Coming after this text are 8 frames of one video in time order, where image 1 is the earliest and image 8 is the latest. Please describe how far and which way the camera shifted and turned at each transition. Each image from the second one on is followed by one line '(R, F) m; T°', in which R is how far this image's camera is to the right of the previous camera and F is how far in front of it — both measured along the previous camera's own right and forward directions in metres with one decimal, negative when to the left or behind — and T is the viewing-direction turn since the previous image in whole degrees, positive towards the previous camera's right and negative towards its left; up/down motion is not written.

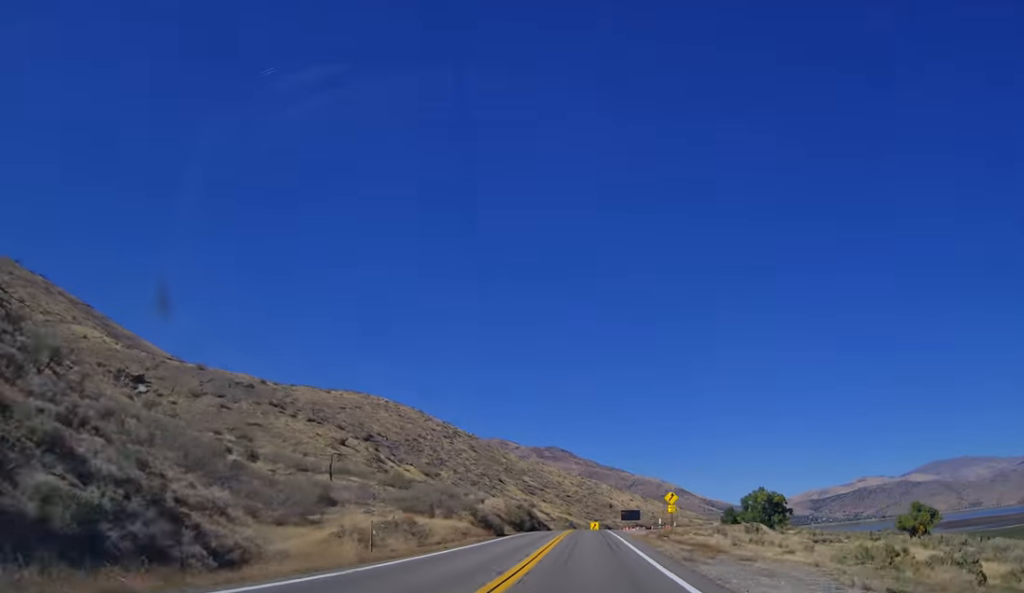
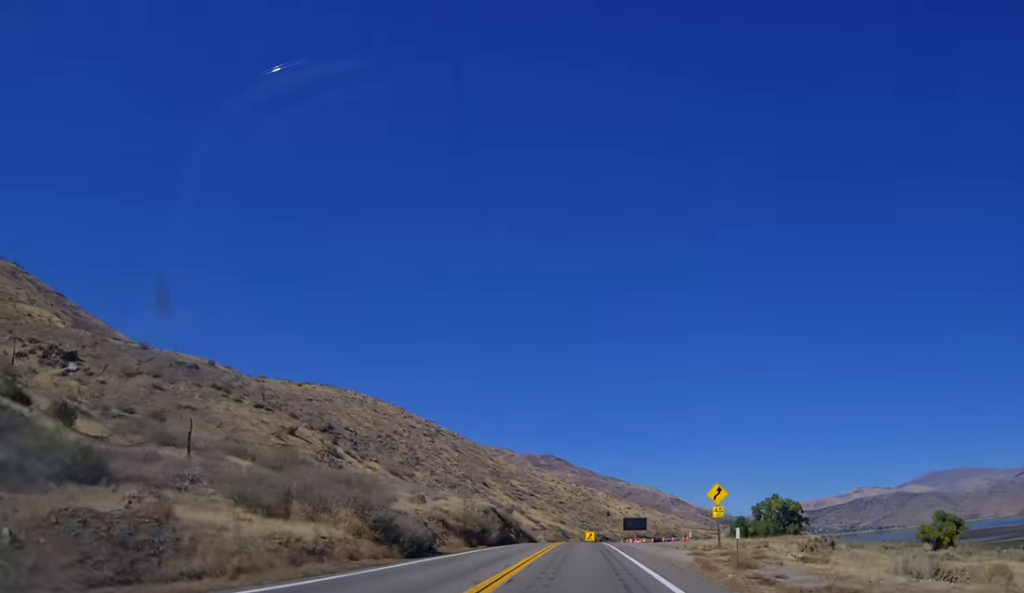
(+0.8, +23.7) m; +2°
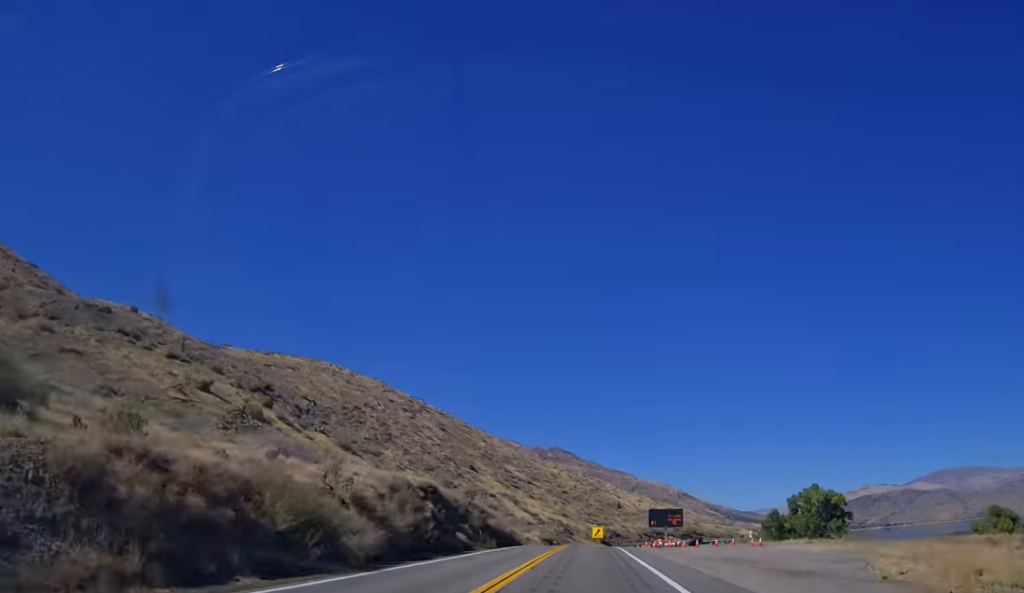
(+0.3, +32.2) m; +1°
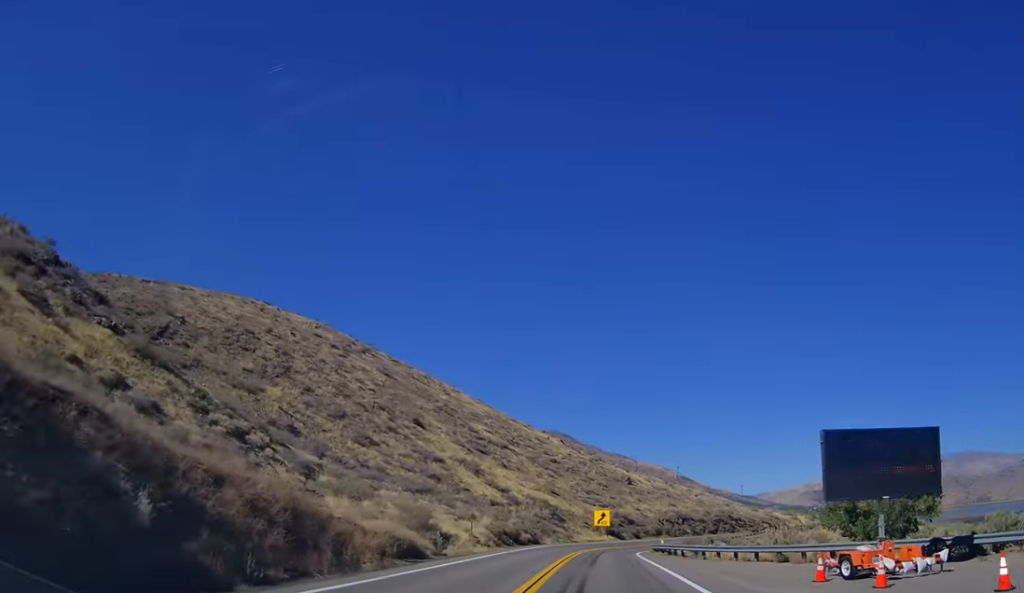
(0.0, +51.8) m; 0°
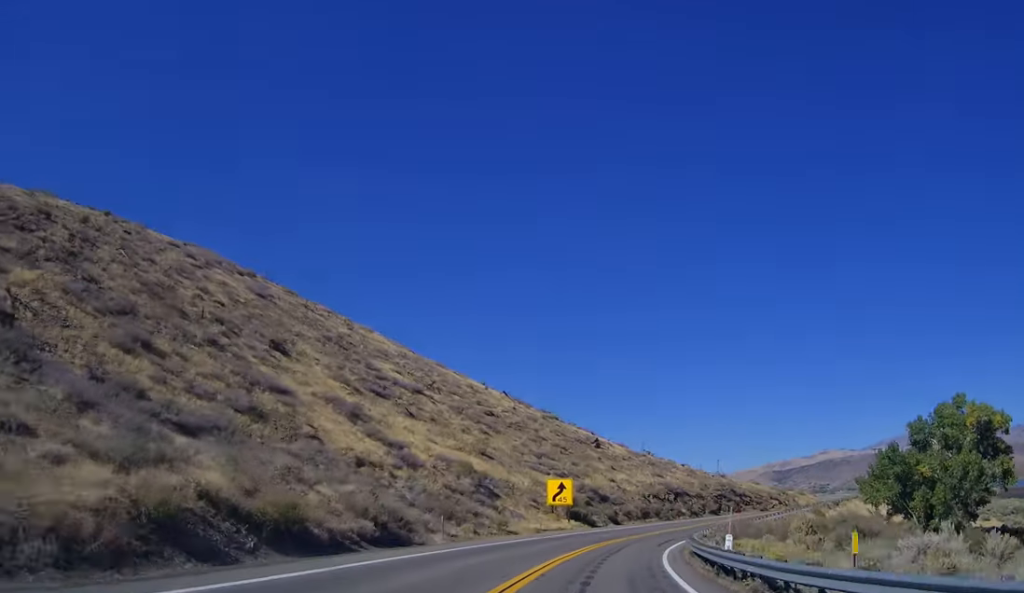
(0.0, +39.3) m; +7°
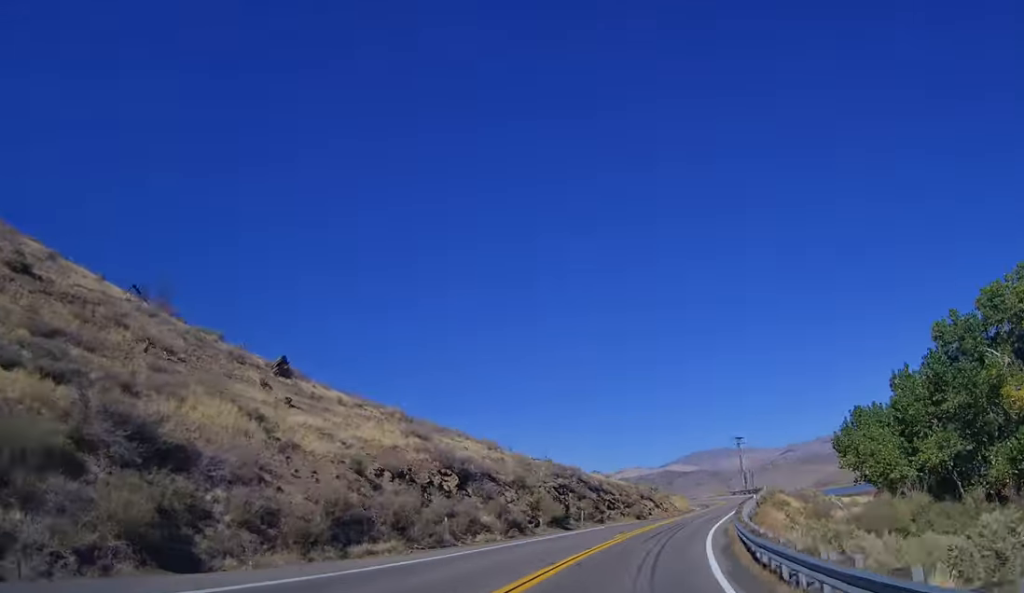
(+9.5, +56.3) m; +16°
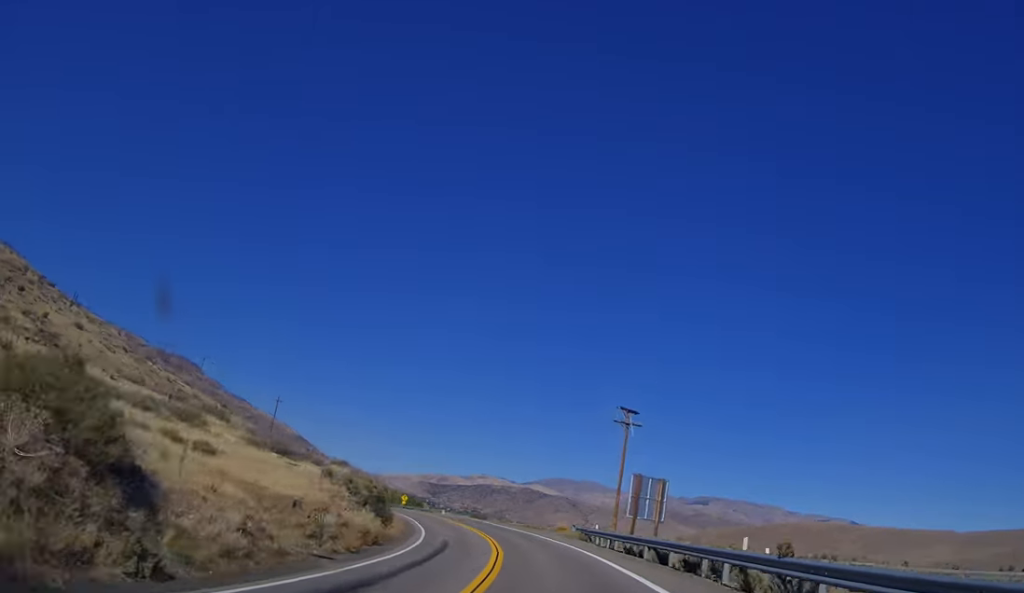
(+4.8, +88.7) m; +7°
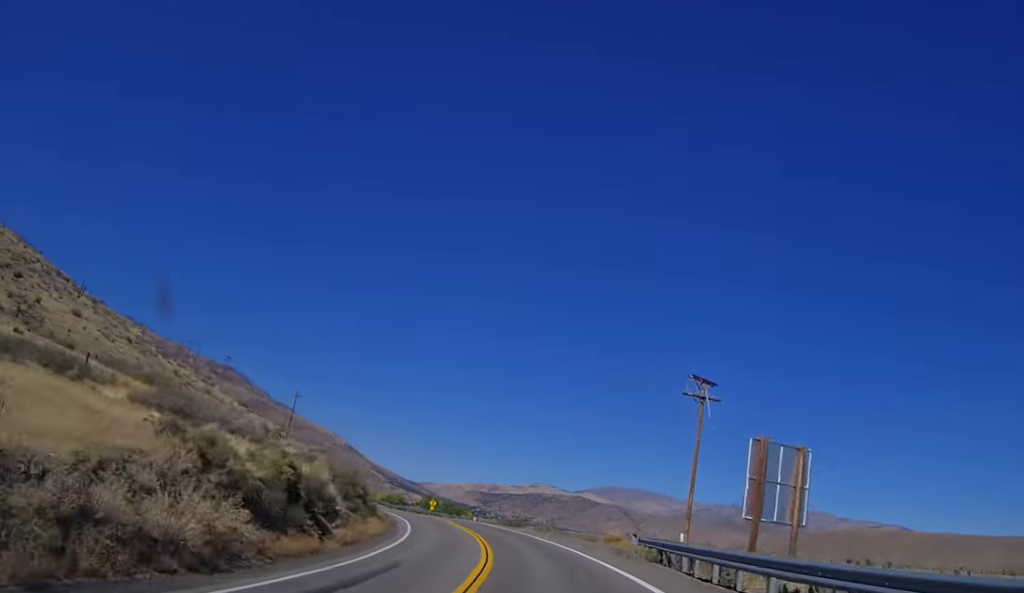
(+1.6, +16.7) m; 0°
